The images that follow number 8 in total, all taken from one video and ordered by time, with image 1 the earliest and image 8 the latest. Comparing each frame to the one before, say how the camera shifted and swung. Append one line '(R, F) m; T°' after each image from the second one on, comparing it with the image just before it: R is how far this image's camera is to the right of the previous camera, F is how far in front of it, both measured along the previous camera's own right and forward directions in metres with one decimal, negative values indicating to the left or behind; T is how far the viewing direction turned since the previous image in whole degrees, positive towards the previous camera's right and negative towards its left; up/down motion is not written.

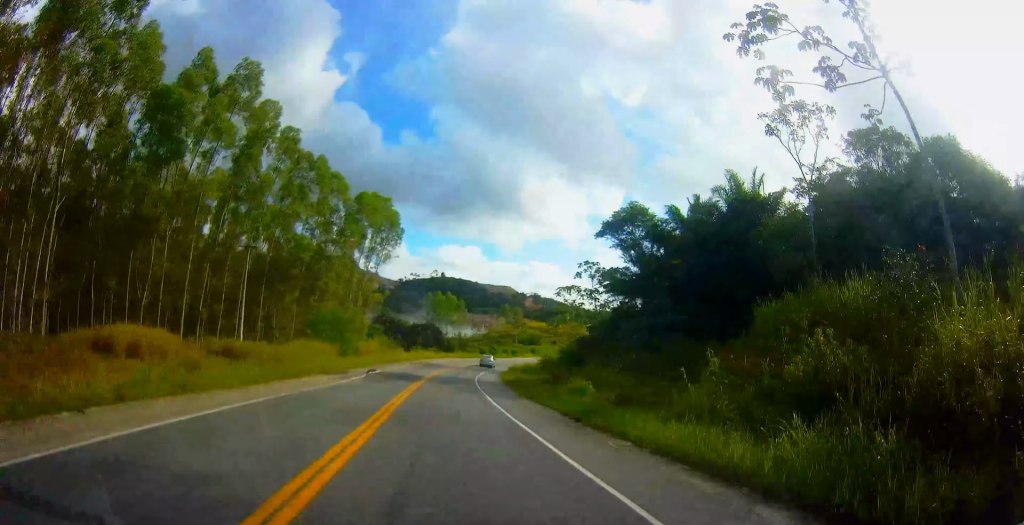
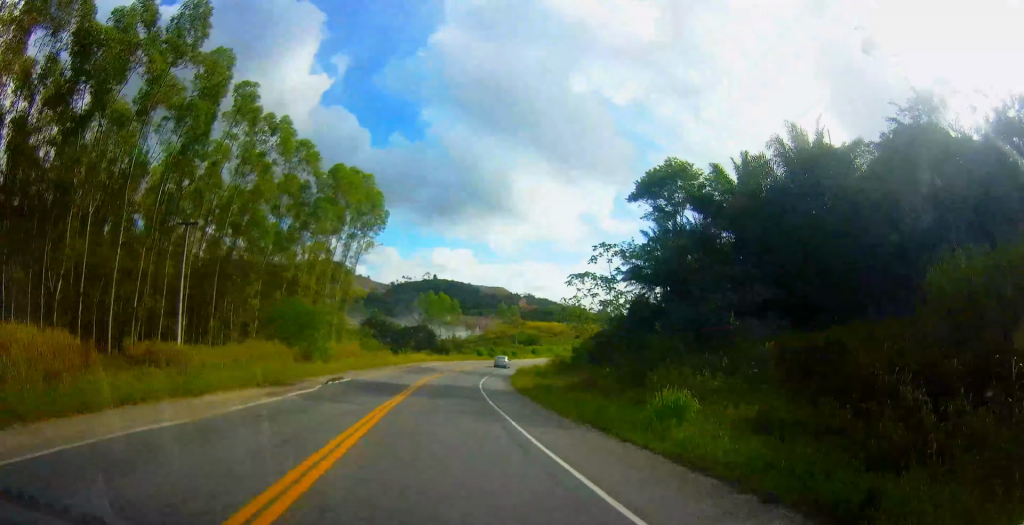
(-0.1, +11.4) m; 0°
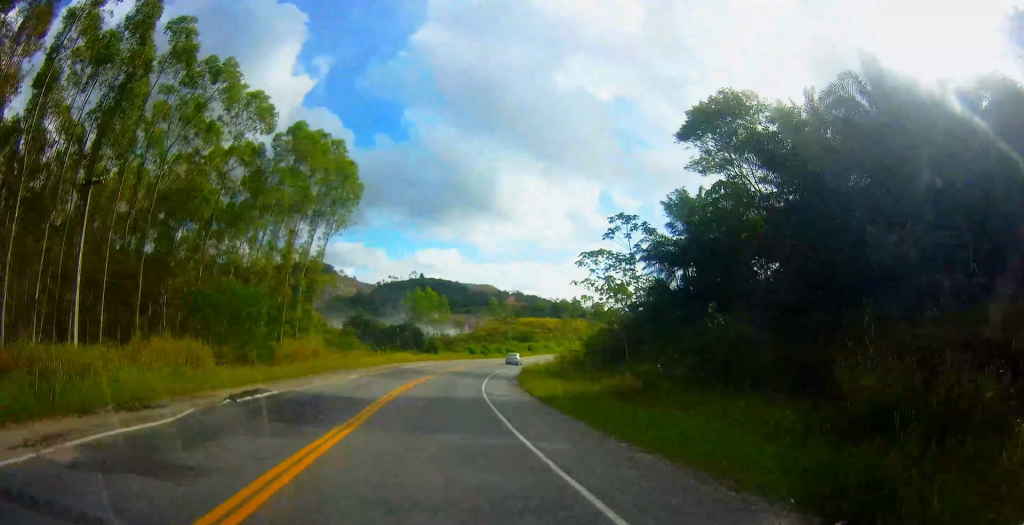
(0.0, +11.5) m; 0°
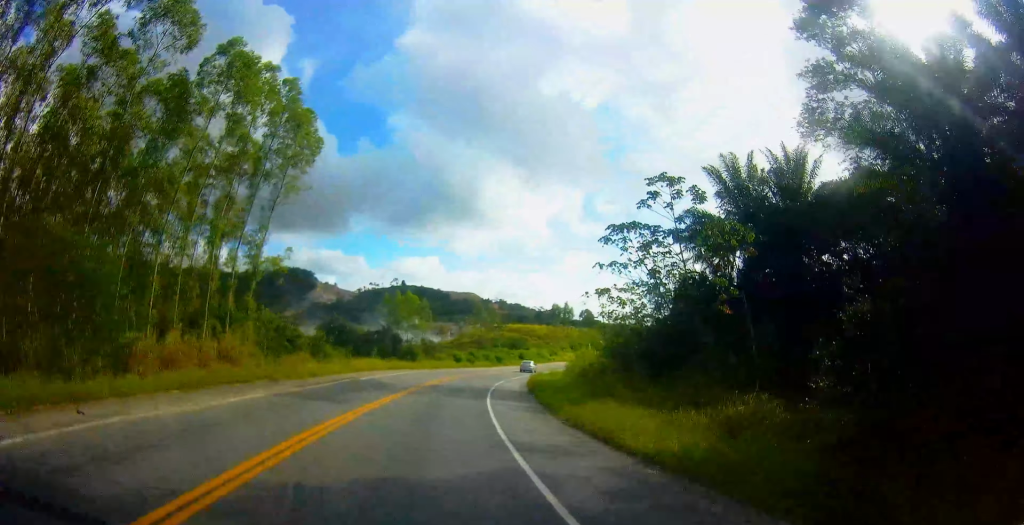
(+0.1, +14.6) m; 0°
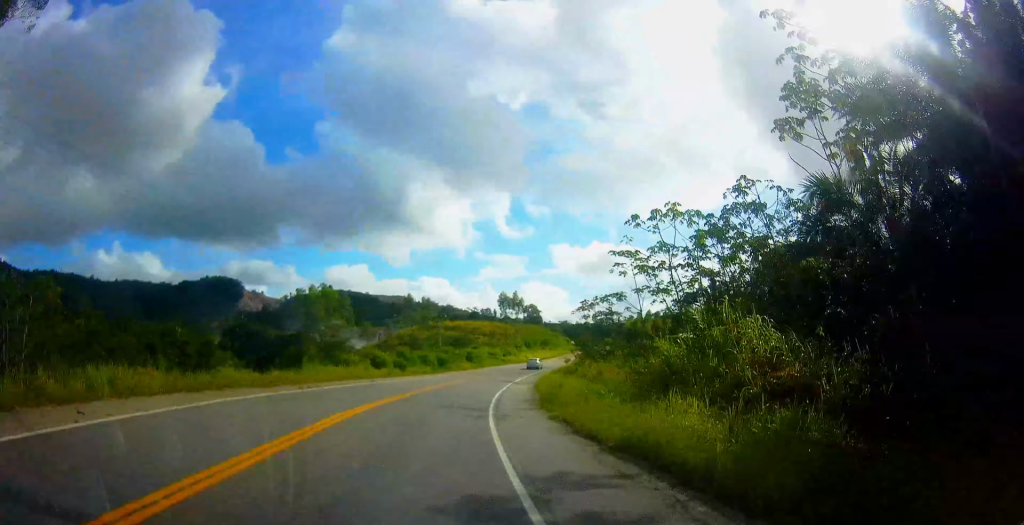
(0.0, +31.2) m; +1°
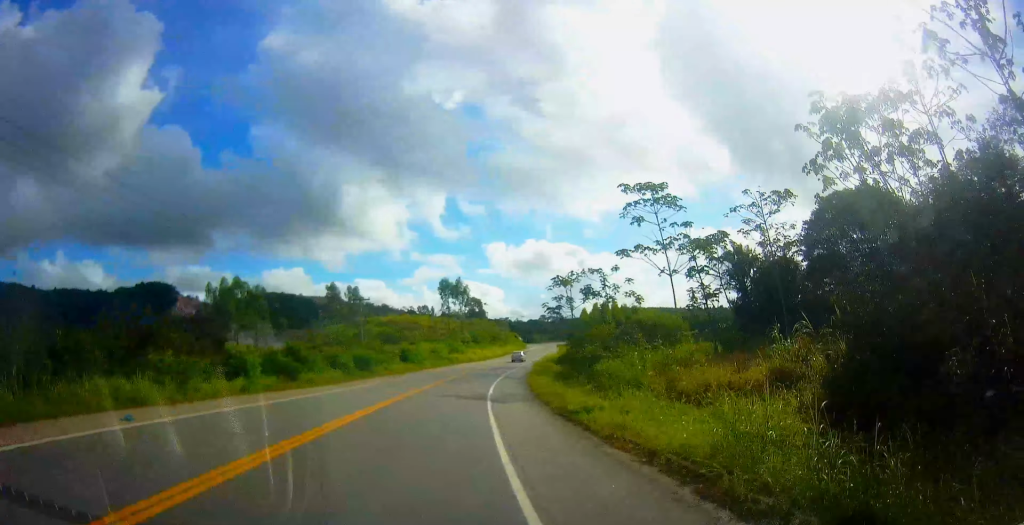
(+0.5, +23.8) m; +3°
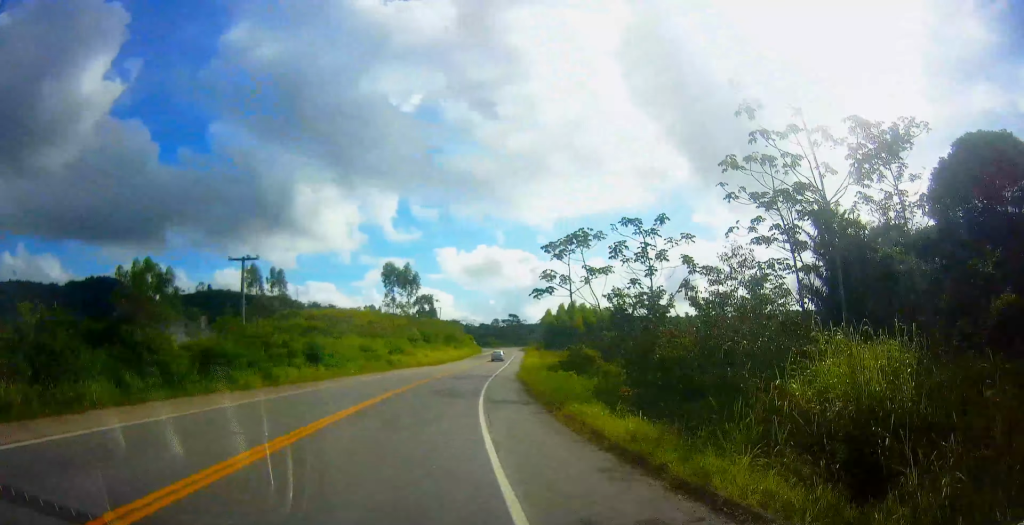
(+0.7, +22.7) m; +6°
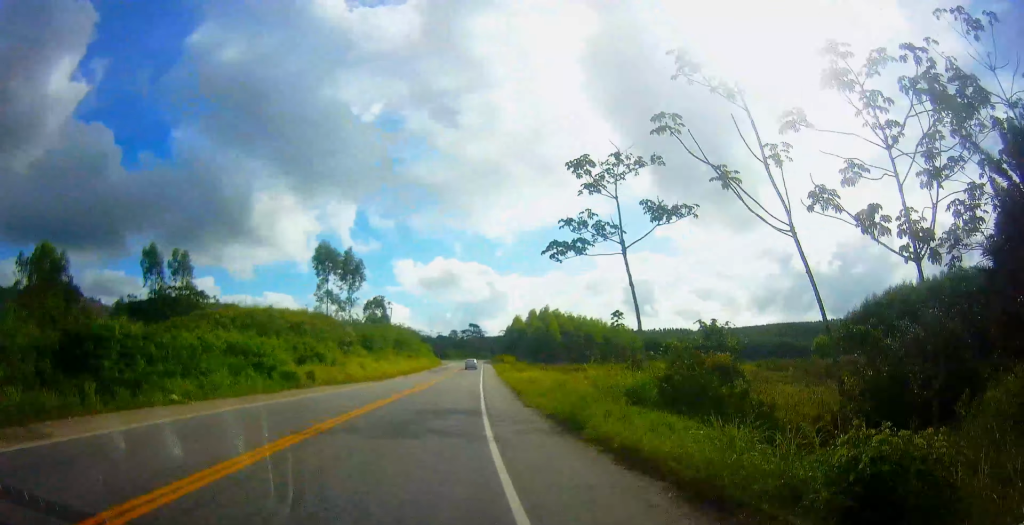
(+1.5, +22.5) m; +7°
